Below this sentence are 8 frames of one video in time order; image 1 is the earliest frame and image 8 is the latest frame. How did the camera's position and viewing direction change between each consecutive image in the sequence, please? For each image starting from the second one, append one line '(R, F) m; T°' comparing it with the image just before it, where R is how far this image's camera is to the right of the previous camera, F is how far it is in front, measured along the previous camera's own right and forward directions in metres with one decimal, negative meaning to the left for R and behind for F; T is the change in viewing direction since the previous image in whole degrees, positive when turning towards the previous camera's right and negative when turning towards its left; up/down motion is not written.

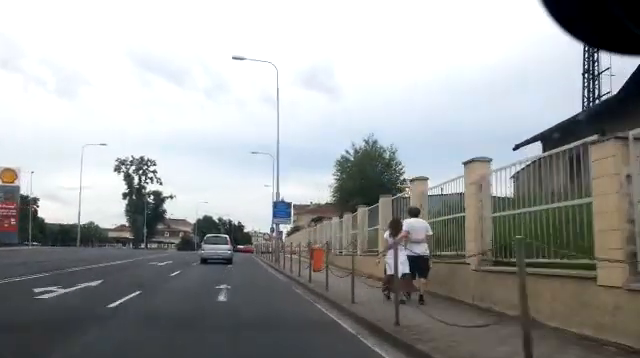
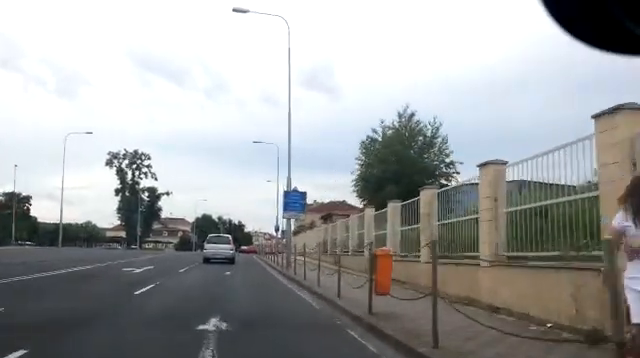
(+0.1, +6.4) m; +1°
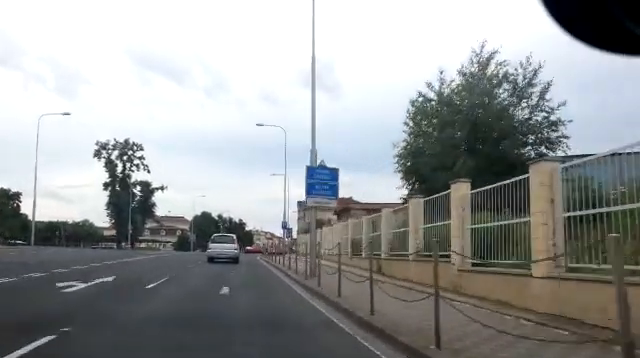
(0.0, +7.6) m; +1°
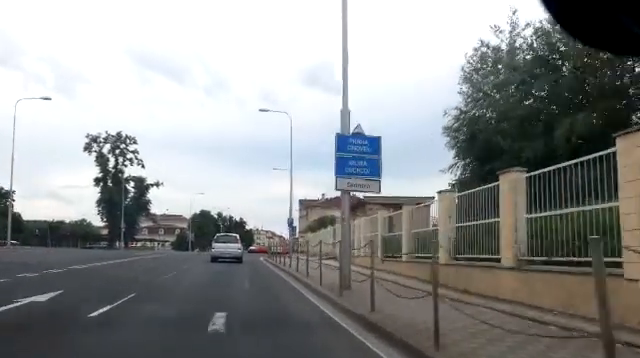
(+0.1, +5.1) m; 0°
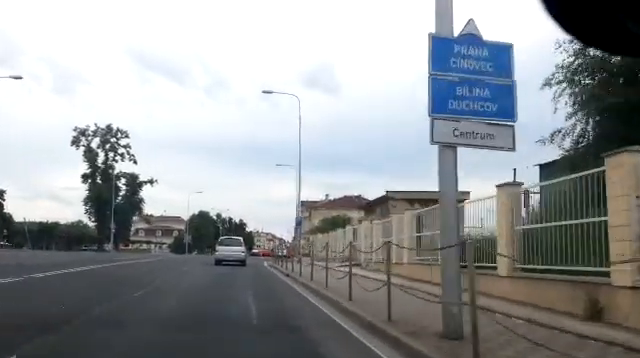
(+0.1, +5.9) m; 0°
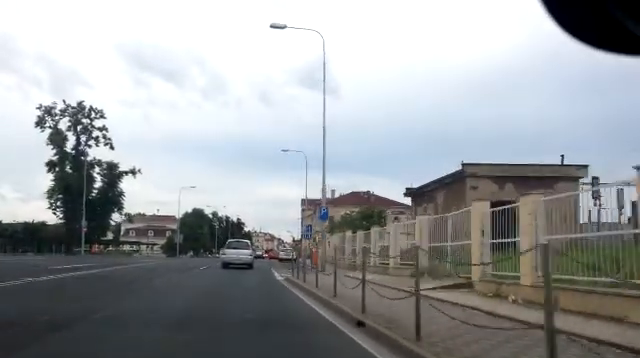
(-0.3, +11.4) m; 0°
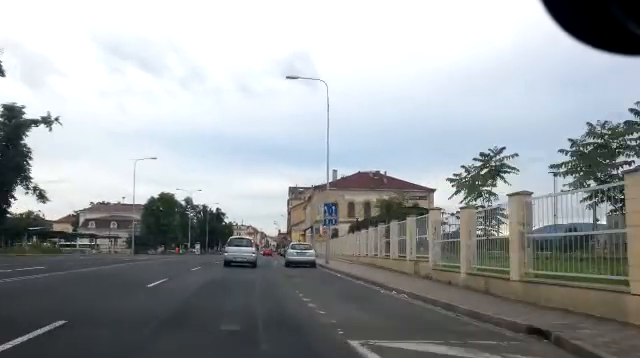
(+0.3, +22.4) m; +2°
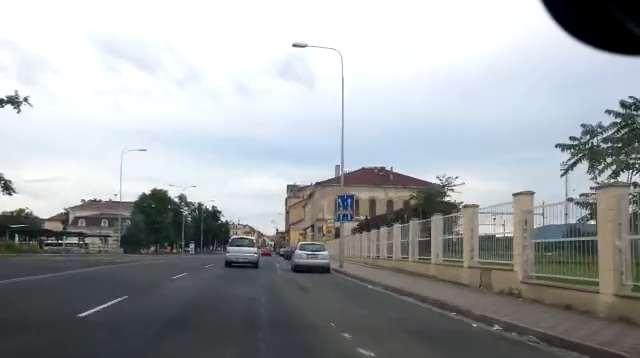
(-0.2, +5.3) m; +1°
